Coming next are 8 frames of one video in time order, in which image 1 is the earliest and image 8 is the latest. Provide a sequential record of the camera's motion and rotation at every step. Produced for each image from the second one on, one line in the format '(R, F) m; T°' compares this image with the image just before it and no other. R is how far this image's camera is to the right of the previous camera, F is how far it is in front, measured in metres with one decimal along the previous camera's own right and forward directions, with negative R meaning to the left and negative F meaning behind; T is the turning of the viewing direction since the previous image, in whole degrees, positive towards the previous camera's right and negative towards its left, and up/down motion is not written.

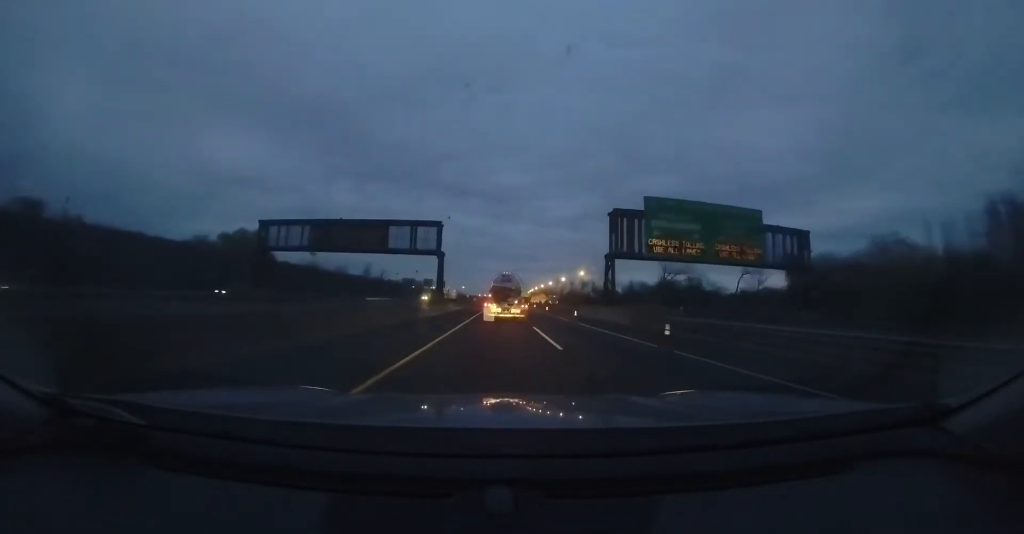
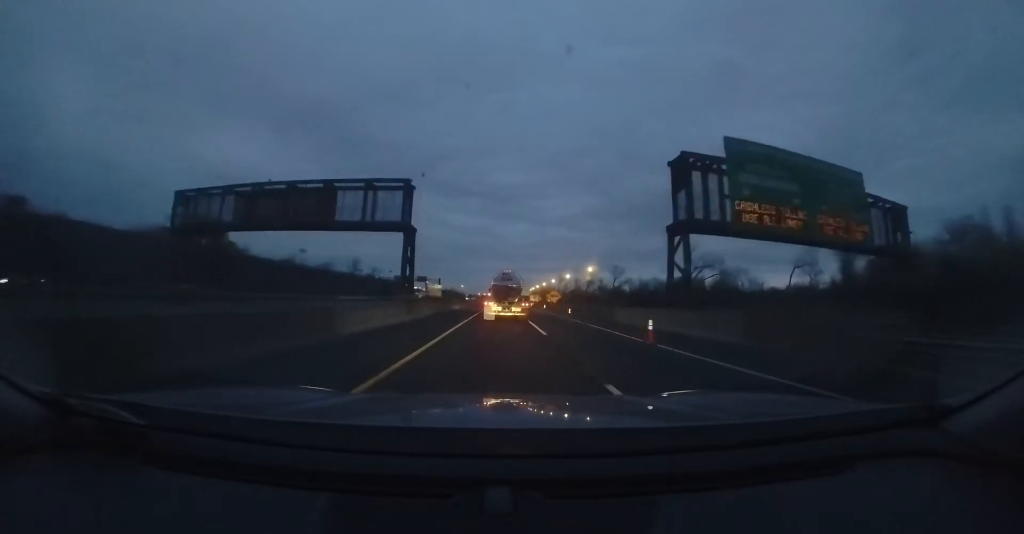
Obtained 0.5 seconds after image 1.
(0.0, +11.7) m; 0°
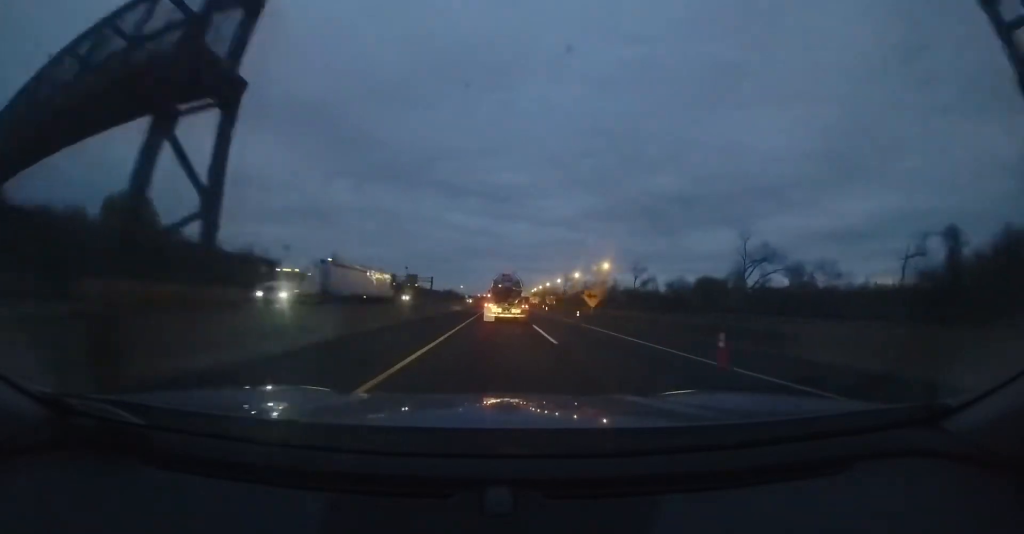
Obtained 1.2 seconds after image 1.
(0.0, +17.0) m; 0°
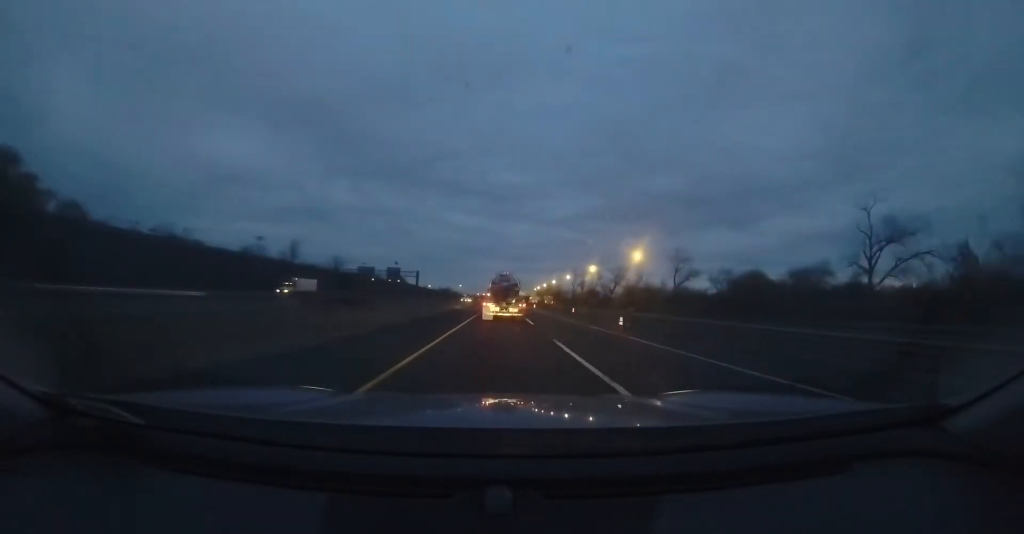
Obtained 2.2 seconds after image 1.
(-0.1, +22.6) m; +1°
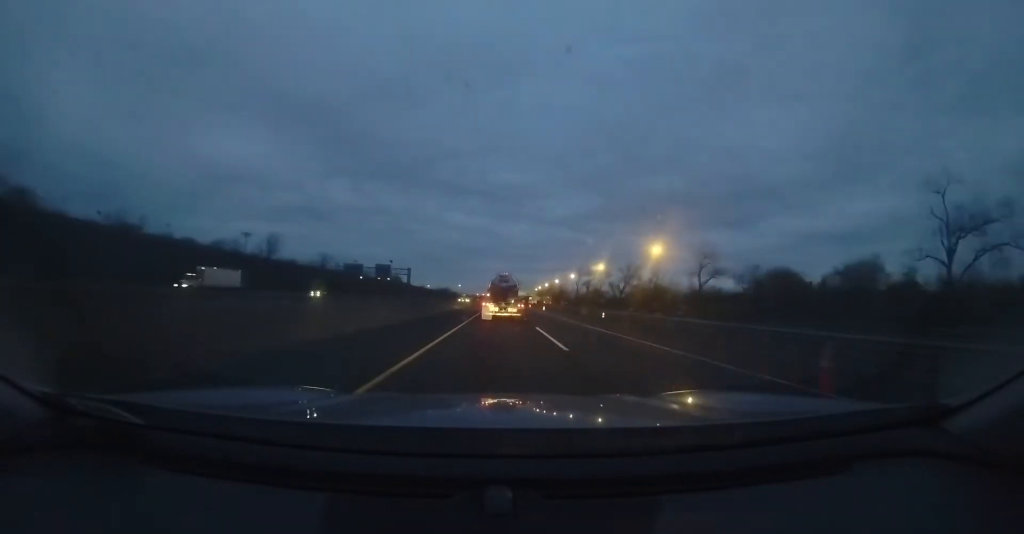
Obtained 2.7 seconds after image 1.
(+0.3, +9.6) m; 0°
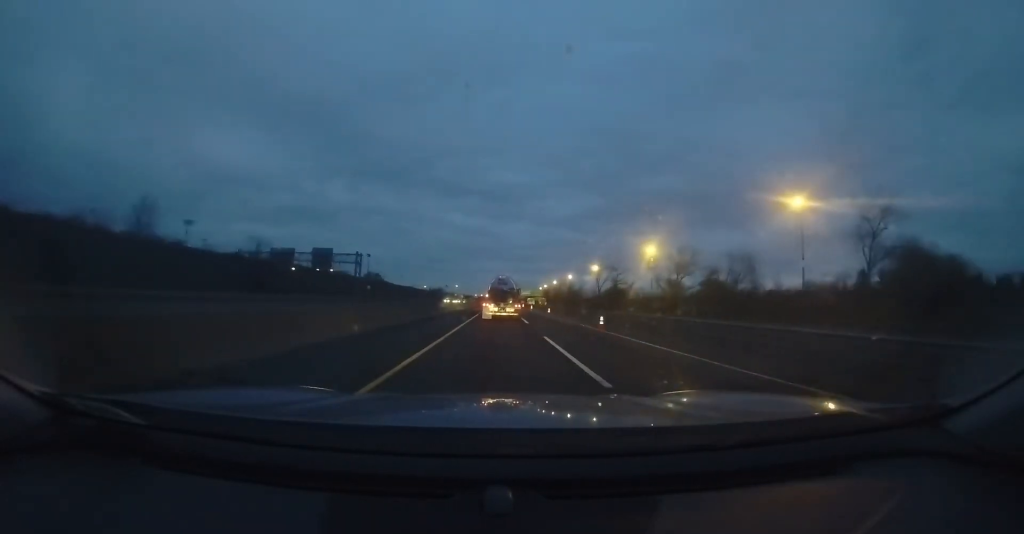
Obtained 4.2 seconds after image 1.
(-0.6, +34.4) m; -1°
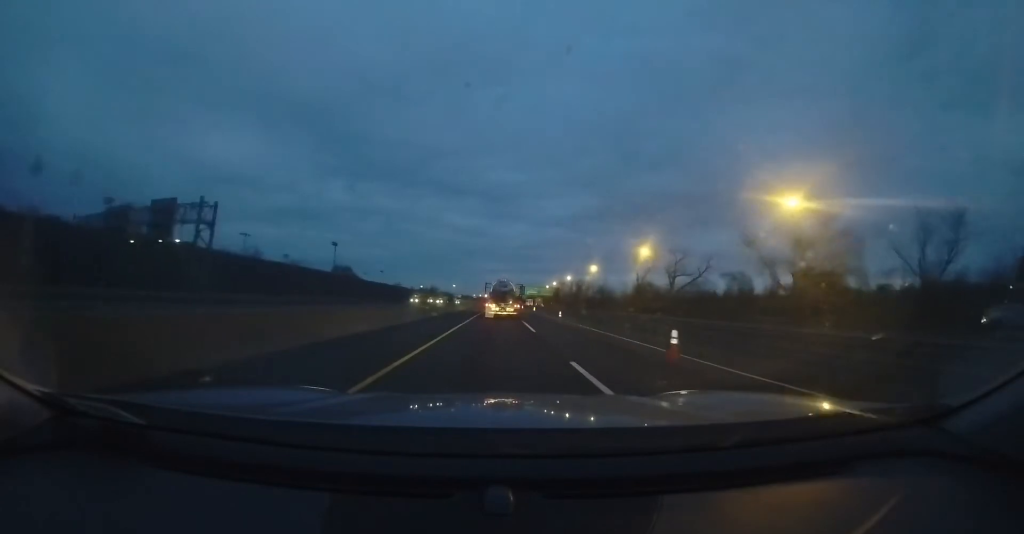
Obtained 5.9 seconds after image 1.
(+1.0, +35.6) m; +2°
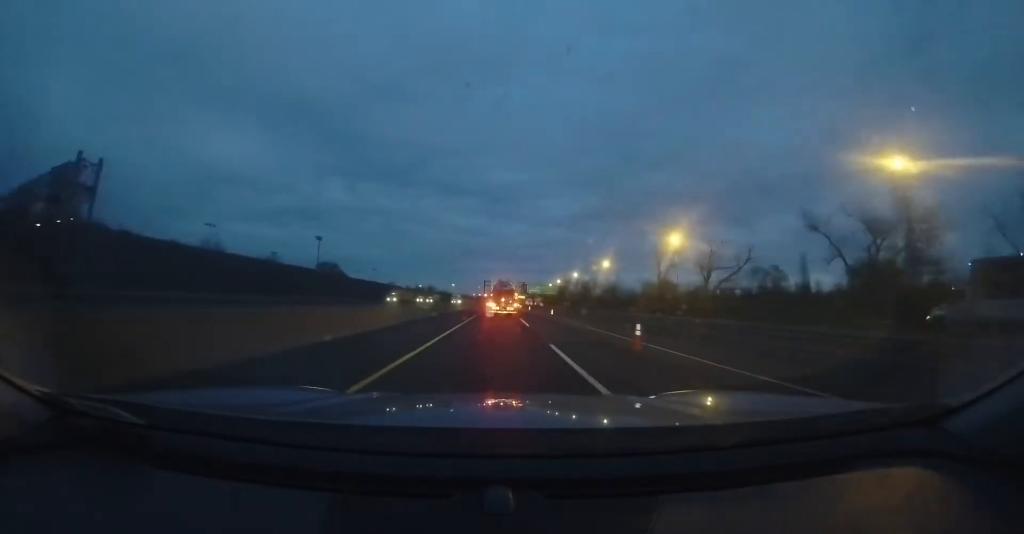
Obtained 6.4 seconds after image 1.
(0.0, +12.4) m; 0°
